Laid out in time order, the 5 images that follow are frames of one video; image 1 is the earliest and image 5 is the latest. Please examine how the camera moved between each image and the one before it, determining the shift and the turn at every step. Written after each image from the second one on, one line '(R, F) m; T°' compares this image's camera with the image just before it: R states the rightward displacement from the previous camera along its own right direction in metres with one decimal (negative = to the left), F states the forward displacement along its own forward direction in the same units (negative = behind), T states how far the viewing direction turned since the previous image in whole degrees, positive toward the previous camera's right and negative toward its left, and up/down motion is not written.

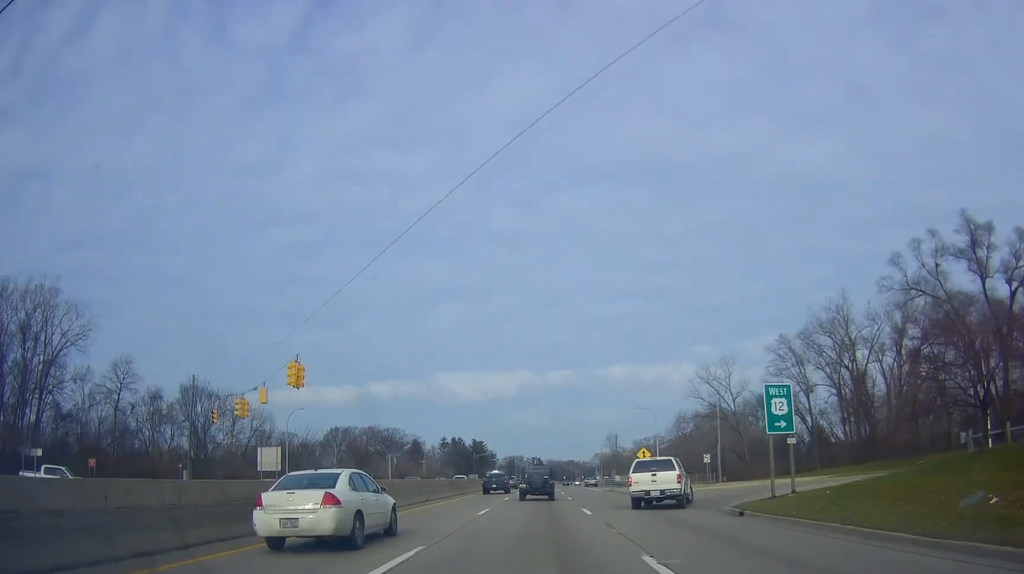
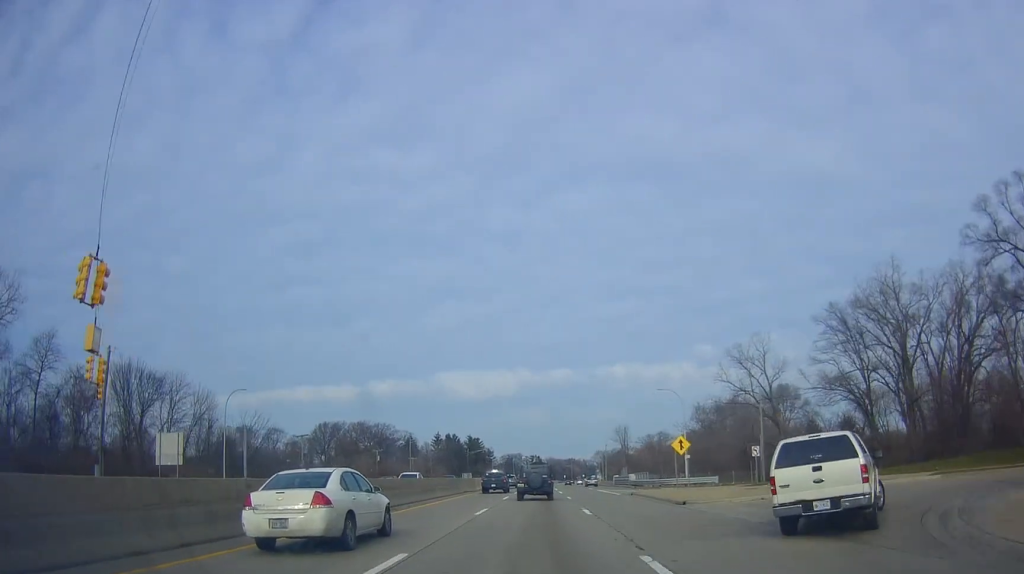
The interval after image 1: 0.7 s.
(+0.6, +15.7) m; -1°
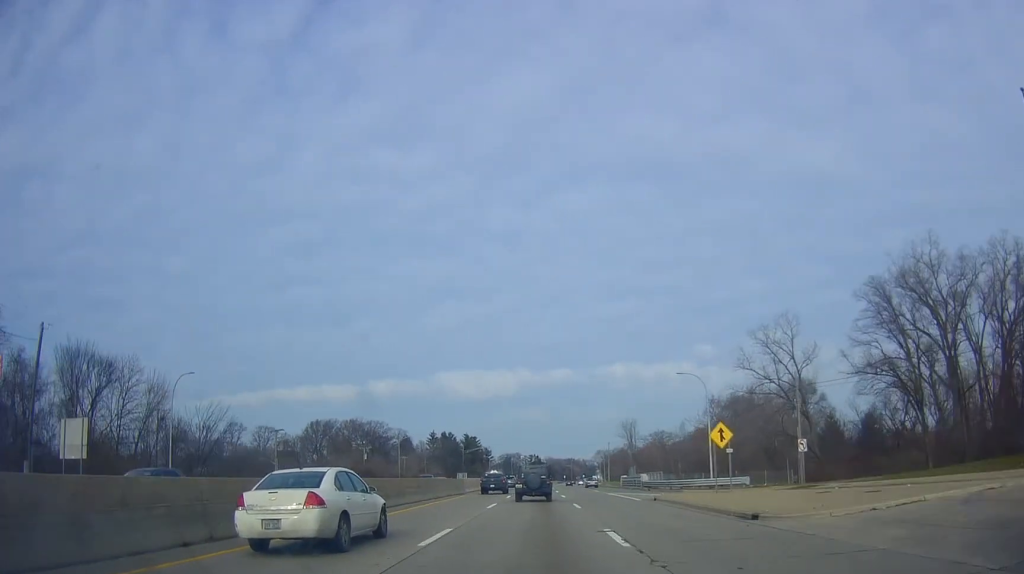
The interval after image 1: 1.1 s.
(-0.5, +9.6) m; -1°
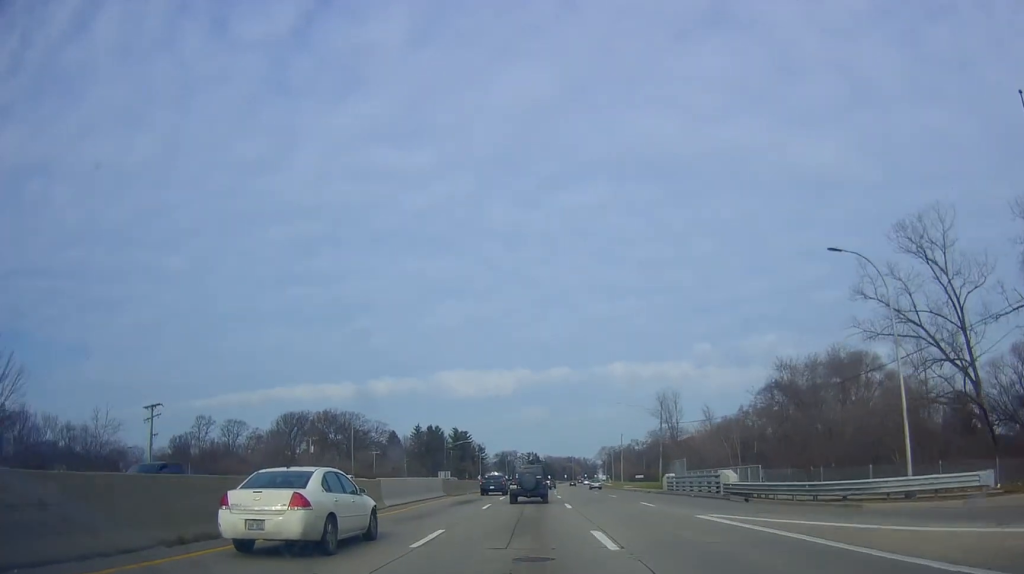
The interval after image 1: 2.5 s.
(-0.6, +30.3) m; 0°
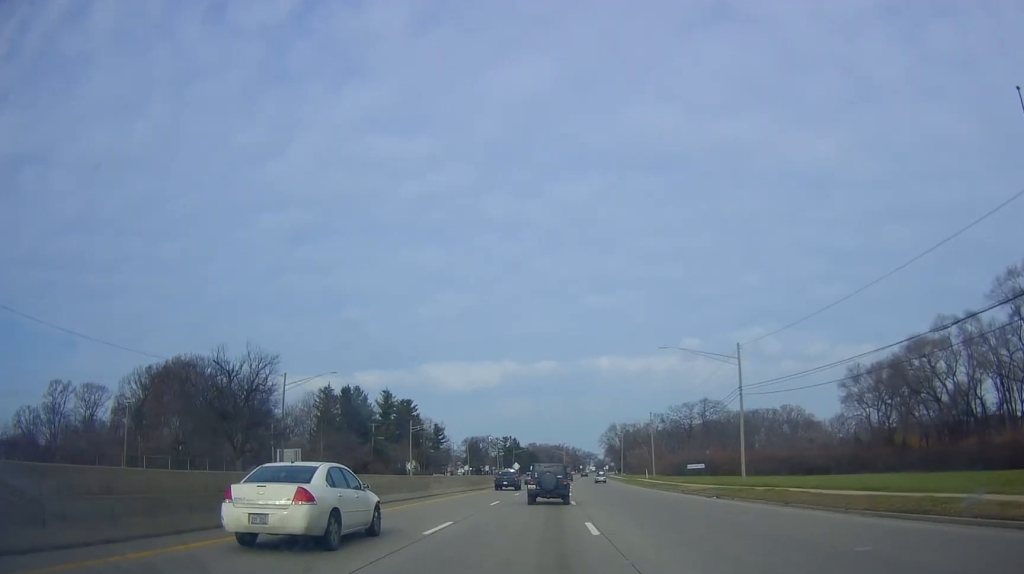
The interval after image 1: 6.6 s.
(+1.0, +89.5) m; +1°
